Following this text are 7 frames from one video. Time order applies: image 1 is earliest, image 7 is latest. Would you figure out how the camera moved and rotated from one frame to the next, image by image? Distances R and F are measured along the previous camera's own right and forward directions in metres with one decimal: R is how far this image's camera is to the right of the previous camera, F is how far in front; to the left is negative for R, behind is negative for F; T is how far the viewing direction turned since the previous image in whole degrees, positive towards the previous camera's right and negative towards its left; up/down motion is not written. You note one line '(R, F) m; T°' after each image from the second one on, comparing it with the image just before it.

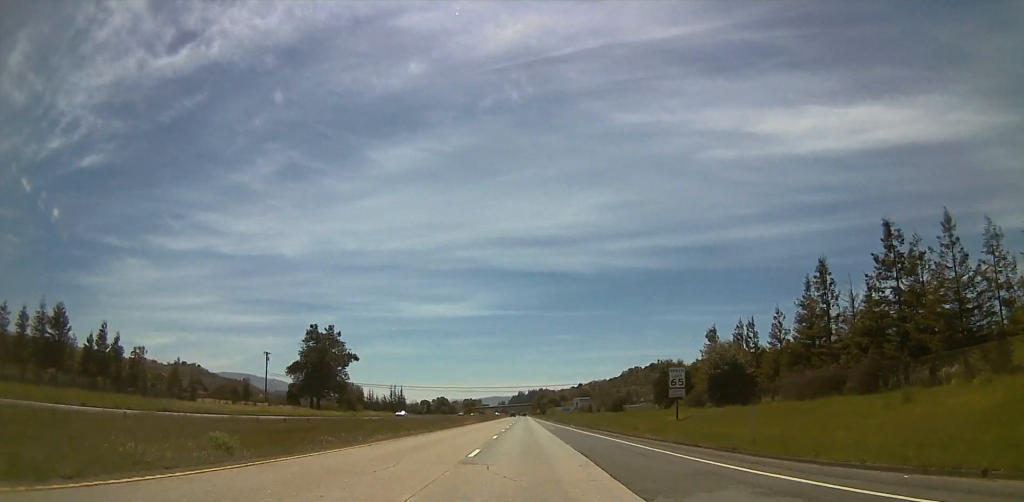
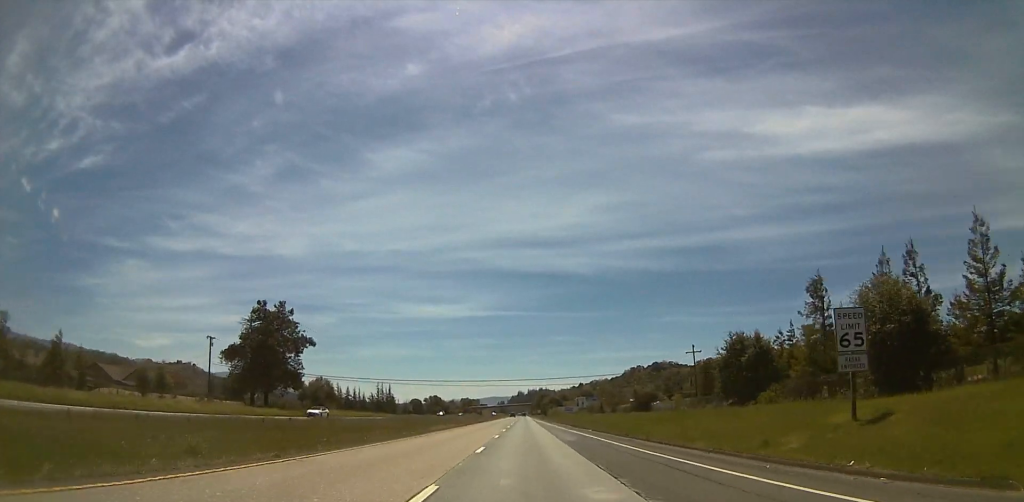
(+0.1, +28.8) m; +1°
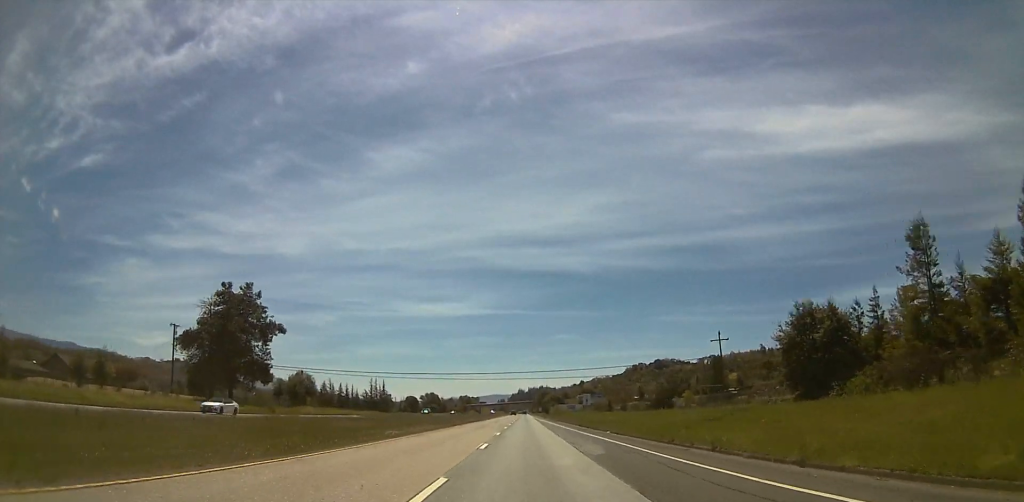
(0.0, +14.4) m; 0°
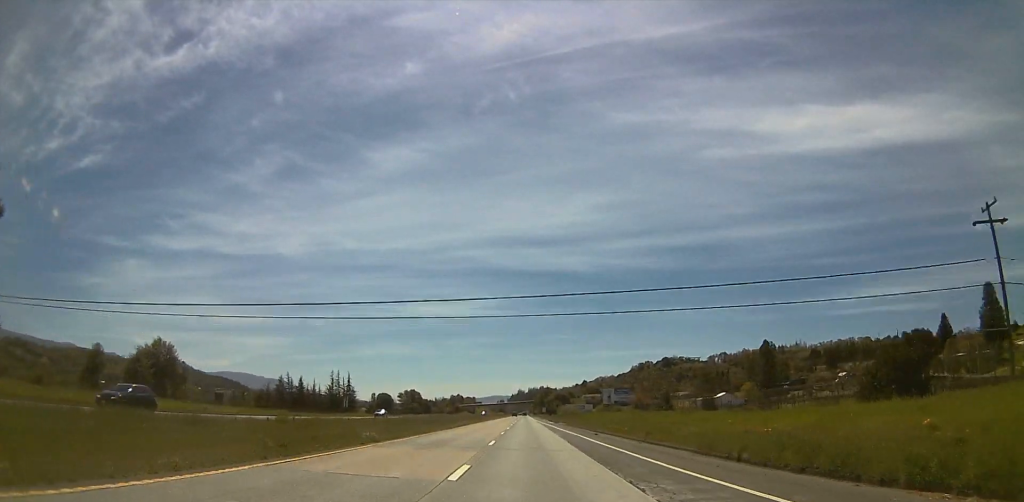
(+0.2, +54.9) m; -1°
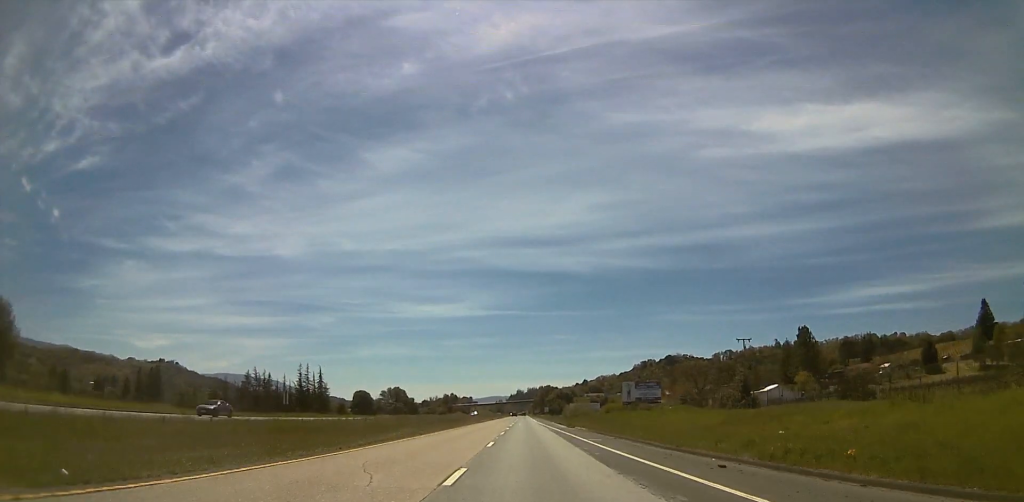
(-0.6, +25.9) m; -3°
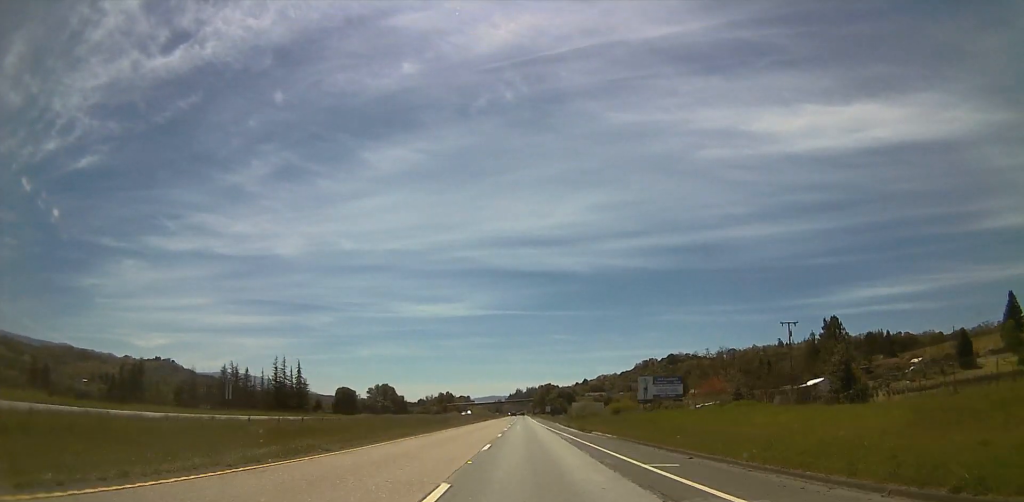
(-0.4, +15.8) m; +1°
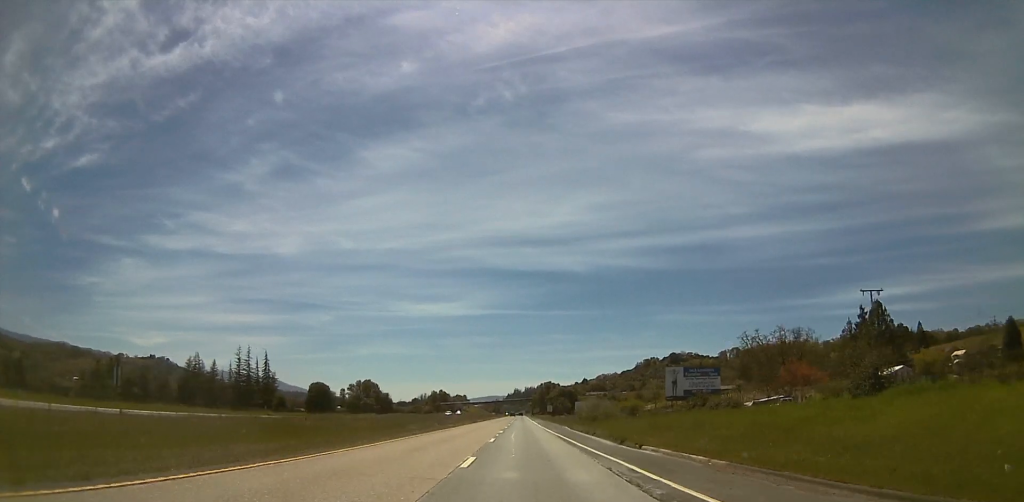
(+0.1, +19.7) m; +2°
